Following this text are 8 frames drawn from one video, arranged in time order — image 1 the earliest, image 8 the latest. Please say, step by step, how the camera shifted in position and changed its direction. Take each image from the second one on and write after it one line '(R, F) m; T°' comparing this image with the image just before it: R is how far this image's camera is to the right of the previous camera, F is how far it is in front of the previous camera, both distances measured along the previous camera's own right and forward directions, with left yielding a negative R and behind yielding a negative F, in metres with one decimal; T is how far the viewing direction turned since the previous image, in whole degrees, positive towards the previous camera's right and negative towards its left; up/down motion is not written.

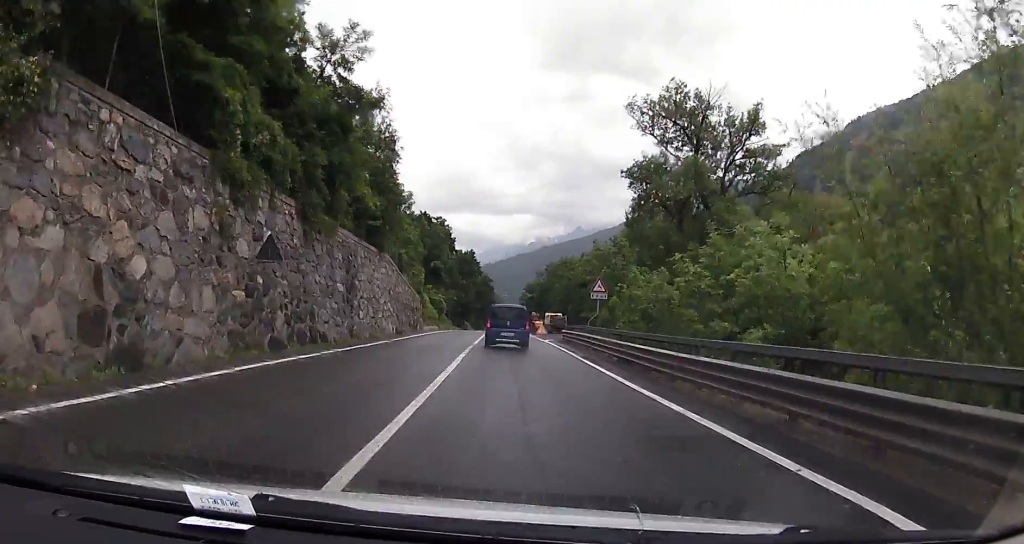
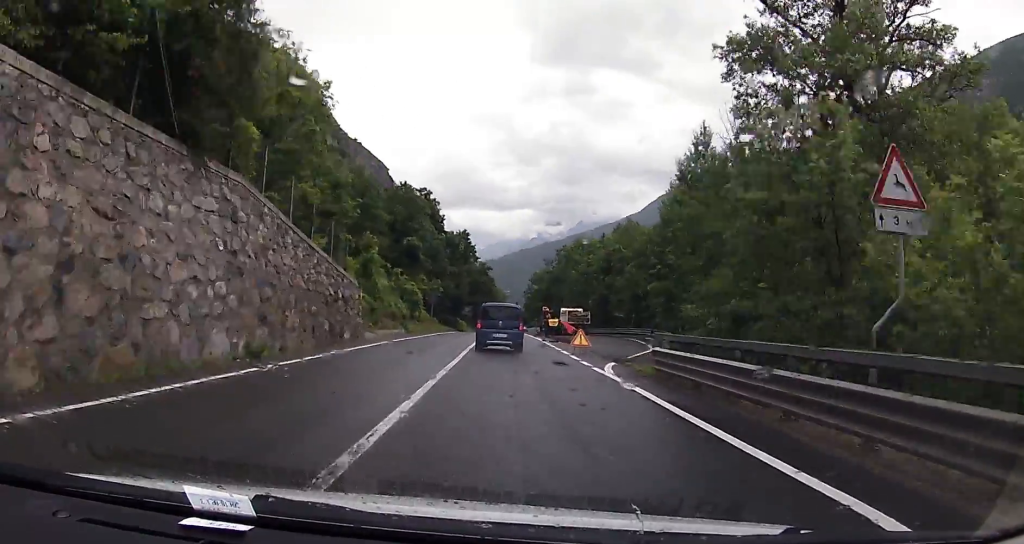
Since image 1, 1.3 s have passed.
(-0.4, +24.6) m; -1°
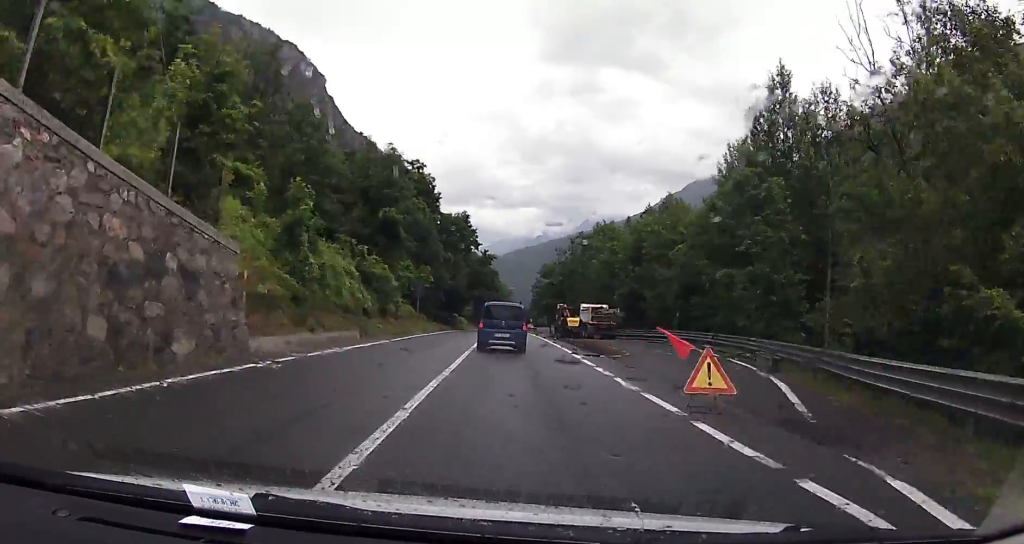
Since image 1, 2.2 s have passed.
(+0.2, +15.6) m; +1°
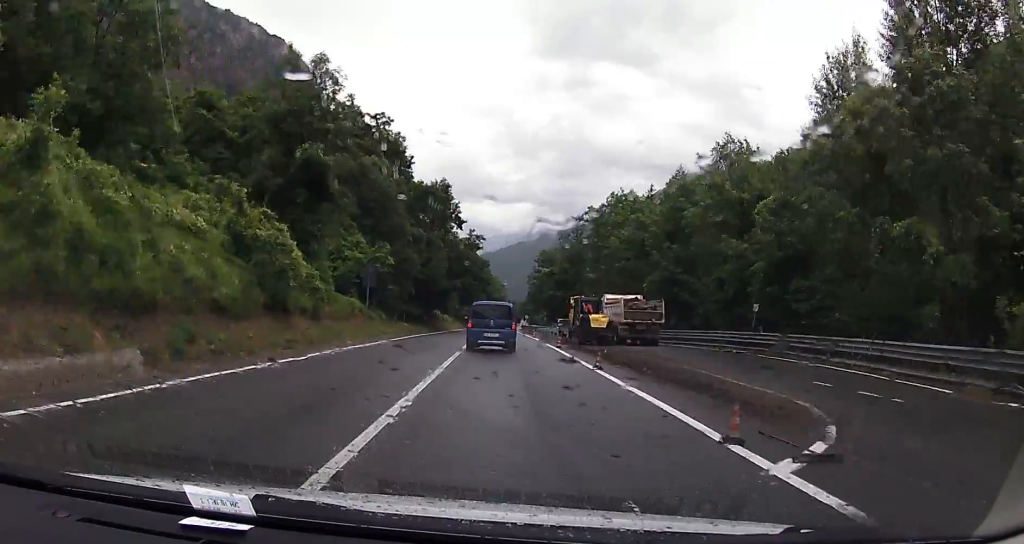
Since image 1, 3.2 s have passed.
(+0.2, +18.1) m; +1°
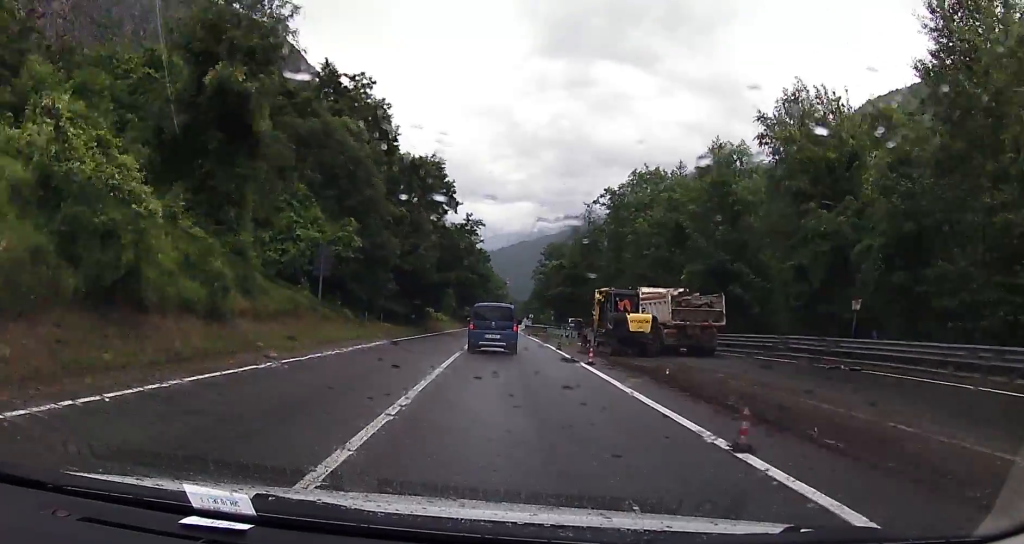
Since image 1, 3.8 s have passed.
(0.0, +10.4) m; -1°
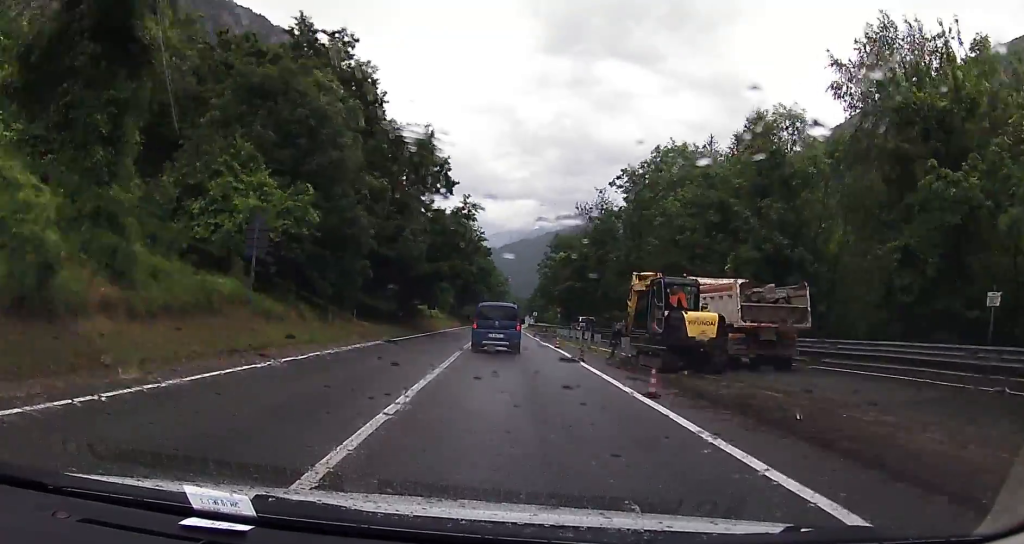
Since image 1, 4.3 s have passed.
(+0.1, +8.1) m; -1°
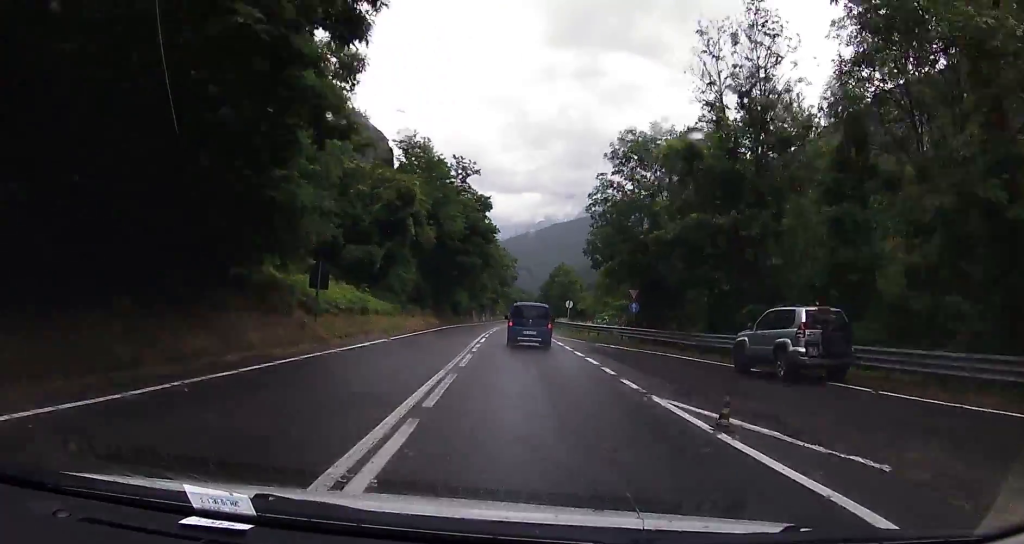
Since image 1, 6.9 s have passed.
(-0.4, +43.9) m; +1°
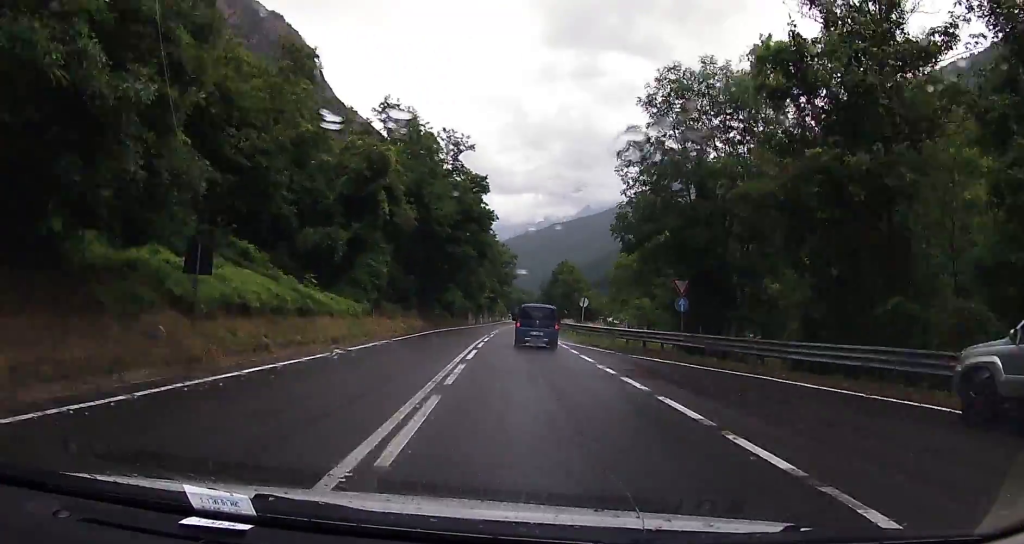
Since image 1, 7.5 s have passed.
(+0.1, +10.3) m; 0°
